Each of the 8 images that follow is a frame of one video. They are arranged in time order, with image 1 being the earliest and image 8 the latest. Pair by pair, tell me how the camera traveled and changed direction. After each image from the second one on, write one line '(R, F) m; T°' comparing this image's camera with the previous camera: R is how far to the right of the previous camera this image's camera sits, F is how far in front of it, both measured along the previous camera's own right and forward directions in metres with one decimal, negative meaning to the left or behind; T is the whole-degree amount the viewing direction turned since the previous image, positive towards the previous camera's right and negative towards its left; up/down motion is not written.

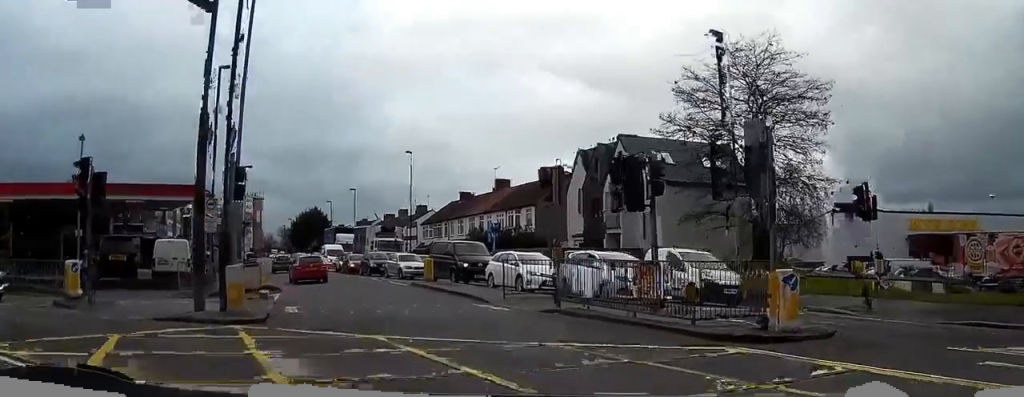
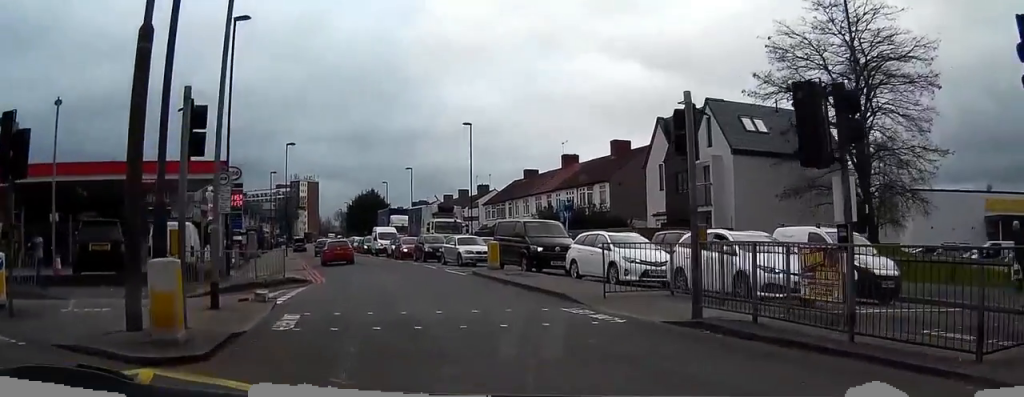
(-0.4, +6.0) m; -6°
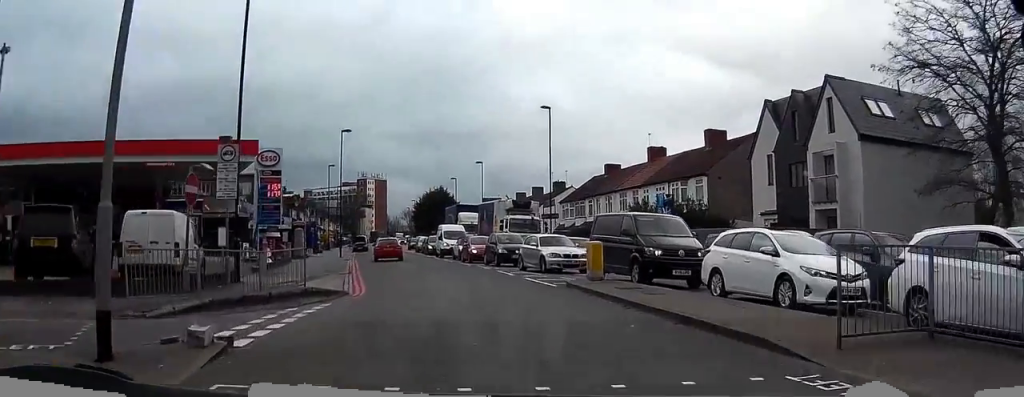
(-0.3, +7.2) m; -4°
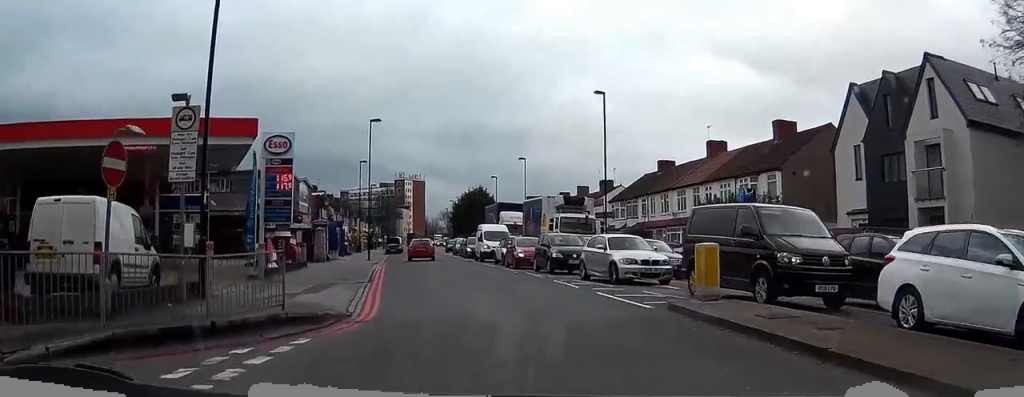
(-0.1, +6.2) m; -3°
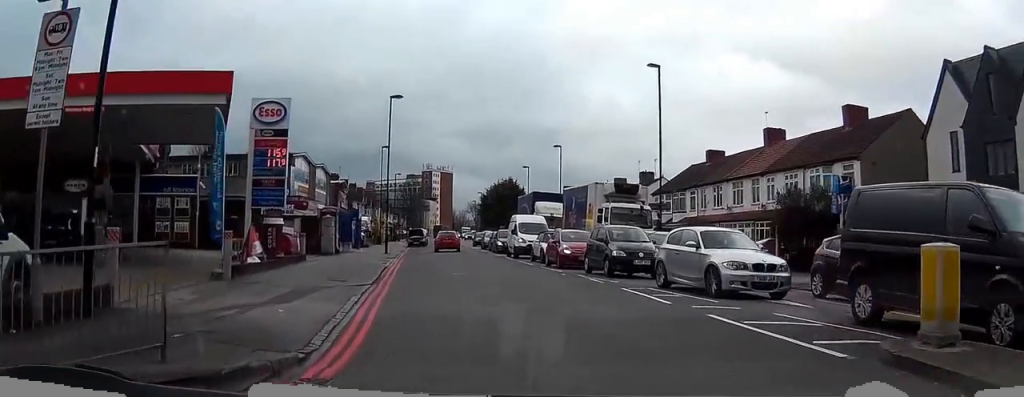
(-0.2, +6.4) m; -2°
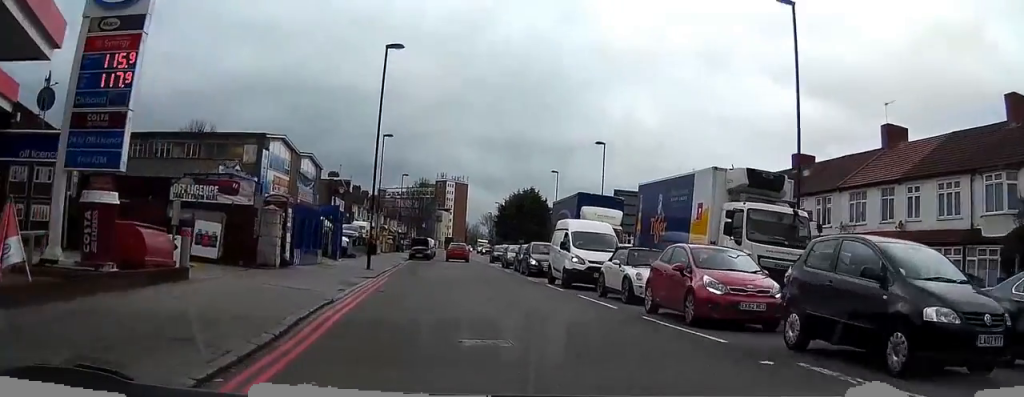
(-0.3, +14.5) m; 0°
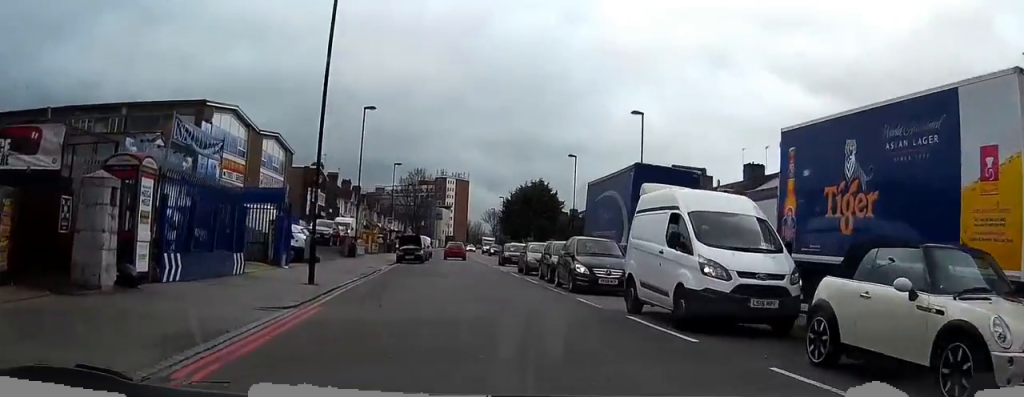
(+0.2, +12.6) m; +1°
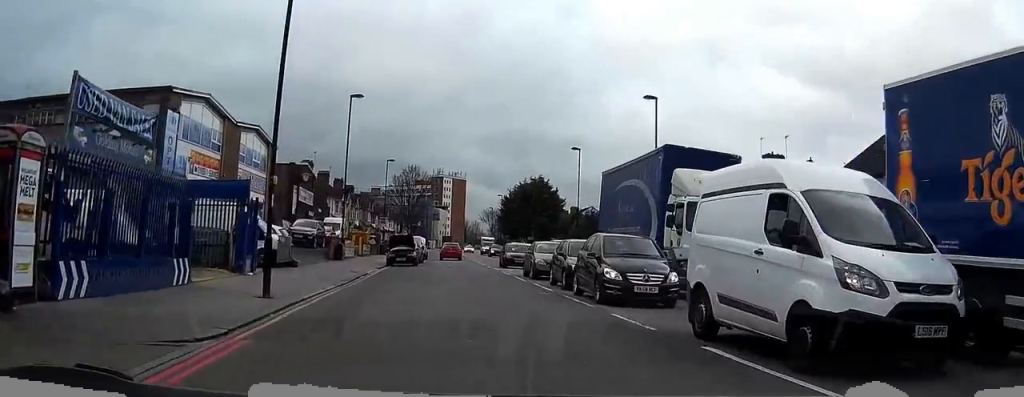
(0.0, +4.4) m; 0°
